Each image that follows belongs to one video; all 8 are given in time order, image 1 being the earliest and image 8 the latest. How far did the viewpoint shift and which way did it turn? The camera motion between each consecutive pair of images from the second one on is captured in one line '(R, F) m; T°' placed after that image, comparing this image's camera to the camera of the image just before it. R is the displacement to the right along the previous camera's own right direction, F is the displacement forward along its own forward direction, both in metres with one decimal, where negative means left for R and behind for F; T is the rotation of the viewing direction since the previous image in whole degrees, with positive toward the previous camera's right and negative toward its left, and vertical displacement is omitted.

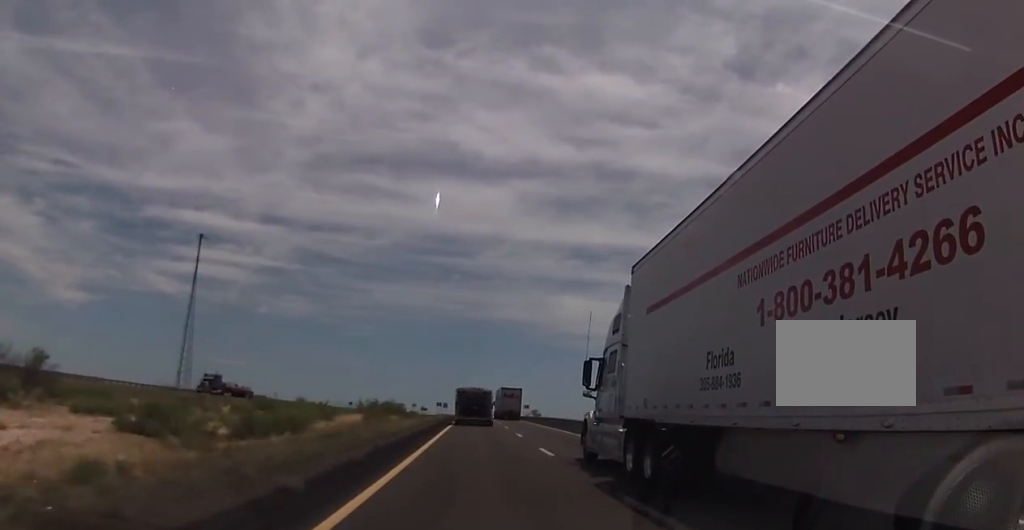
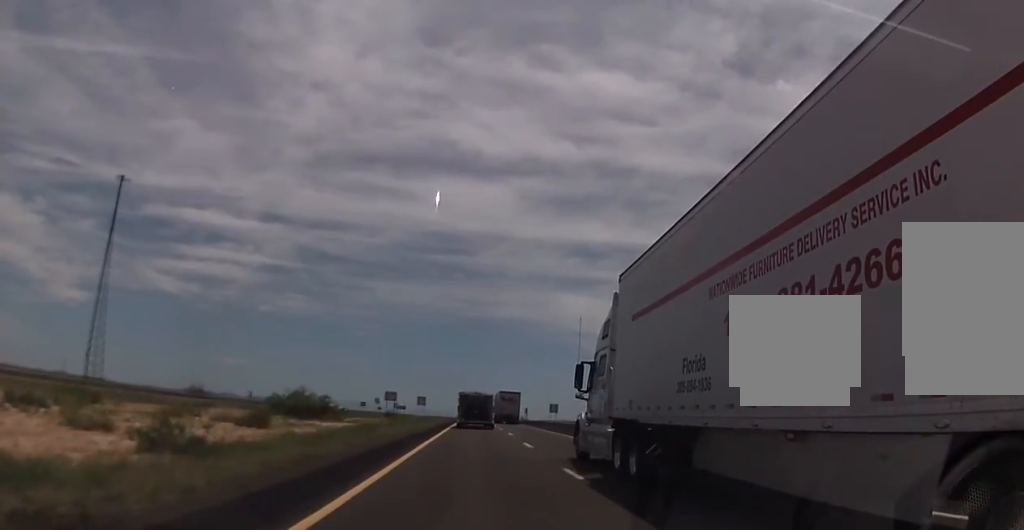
(-0.4, +81.3) m; -1°
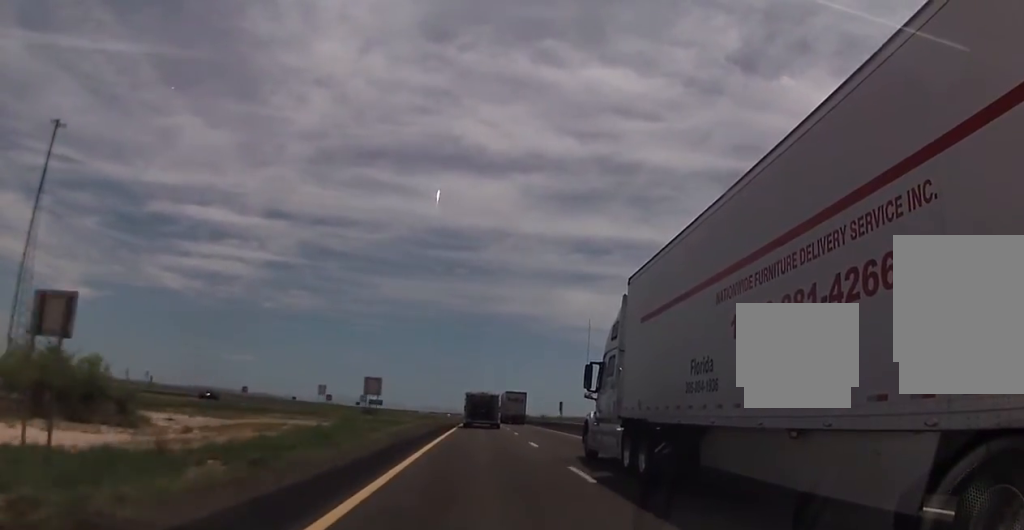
(-0.2, +49.1) m; 0°
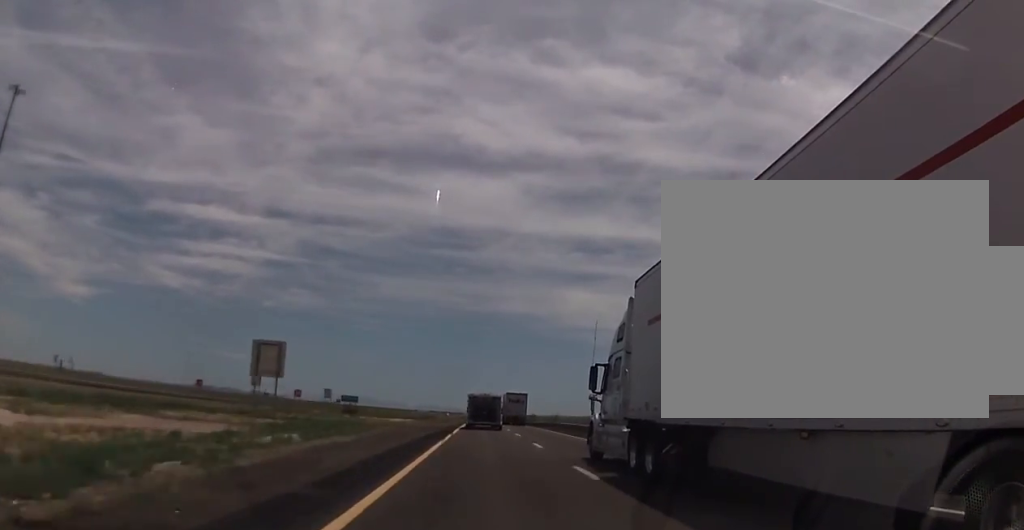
(+0.4, +24.1) m; +1°
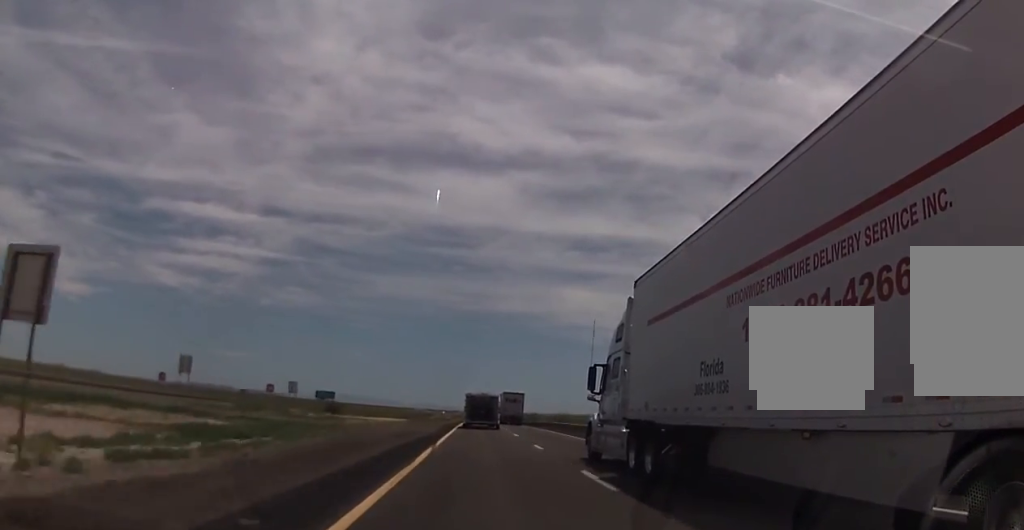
(0.0, +13.5) m; 0°
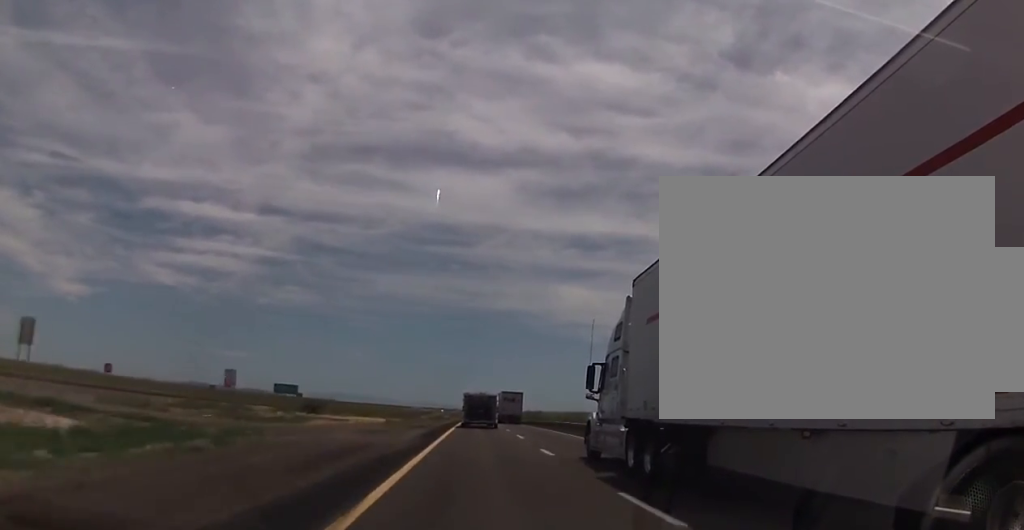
(+0.1, +16.4) m; -1°
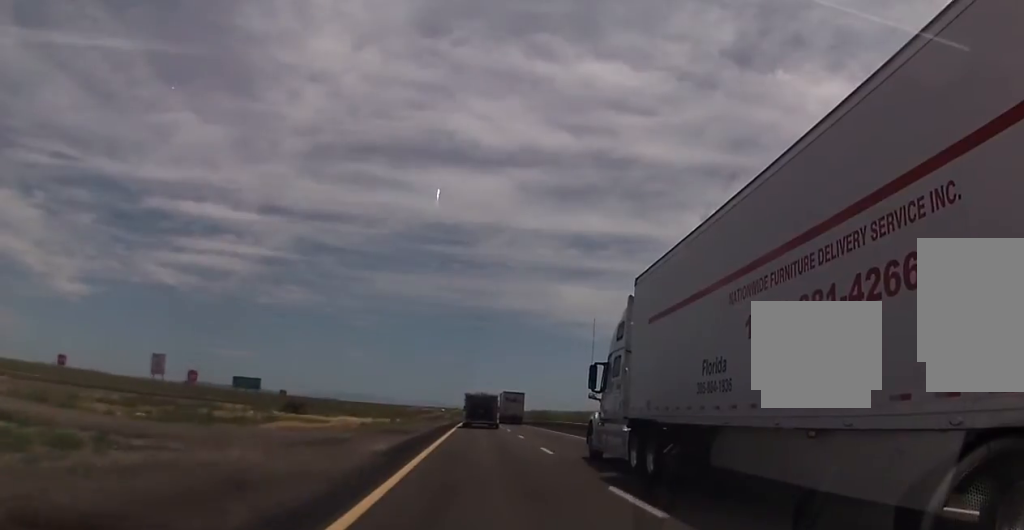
(-0.2, +11.7) m; 0°
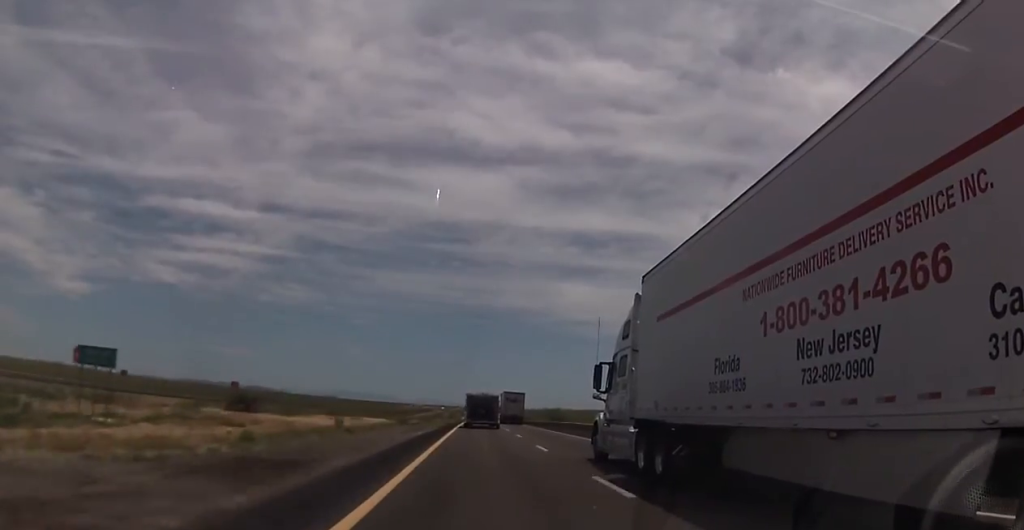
(-0.3, +22.4) m; 0°
